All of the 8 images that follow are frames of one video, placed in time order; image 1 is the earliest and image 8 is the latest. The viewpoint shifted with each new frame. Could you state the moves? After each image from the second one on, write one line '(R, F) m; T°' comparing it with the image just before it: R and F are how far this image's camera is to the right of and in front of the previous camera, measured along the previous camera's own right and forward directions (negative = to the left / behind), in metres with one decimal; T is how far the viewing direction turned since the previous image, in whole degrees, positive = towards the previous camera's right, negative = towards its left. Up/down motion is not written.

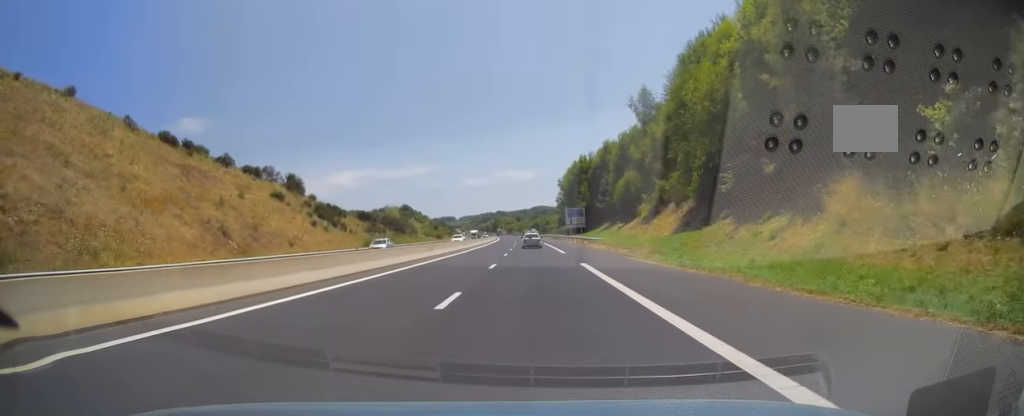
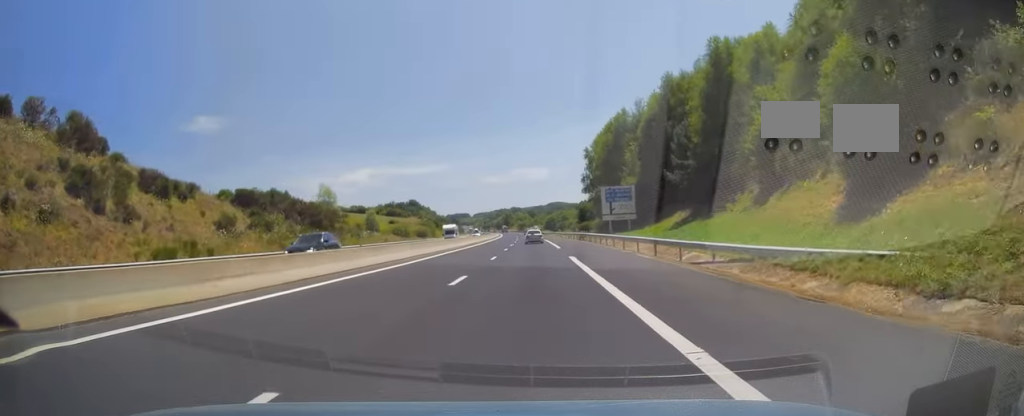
(0.0, +48.6) m; 0°
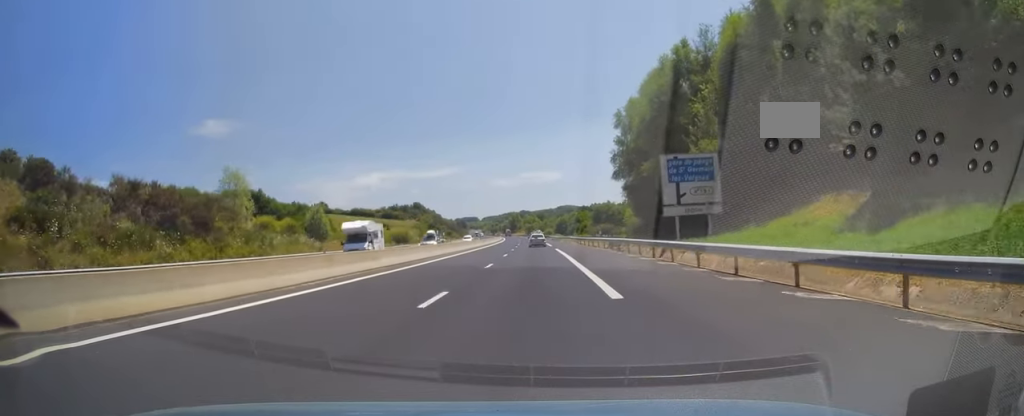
(-0.3, +30.0) m; -1°
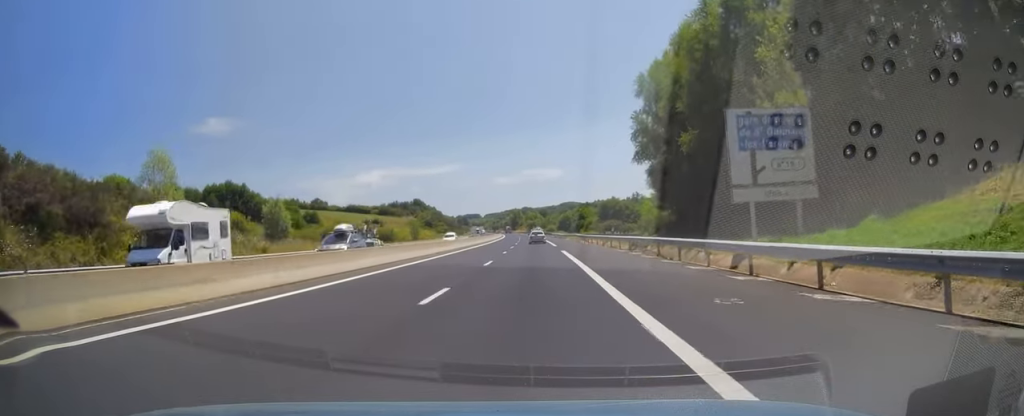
(-0.1, +13.2) m; 0°
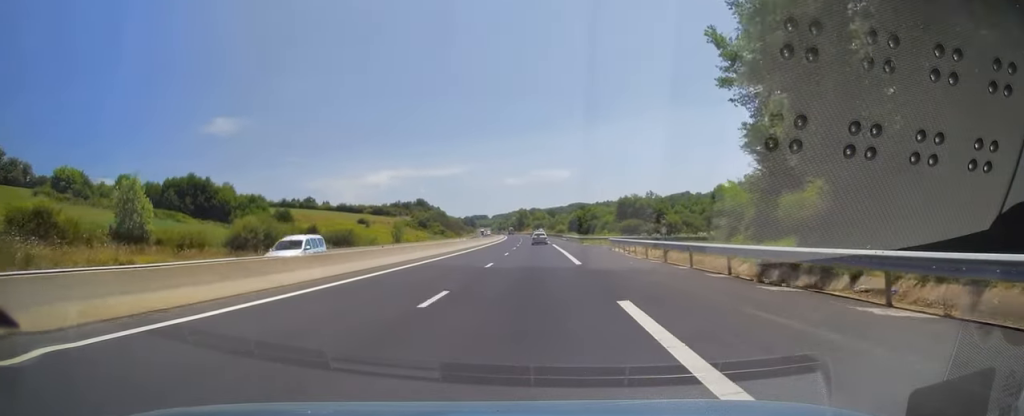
(-0.2, +26.5) m; 0°
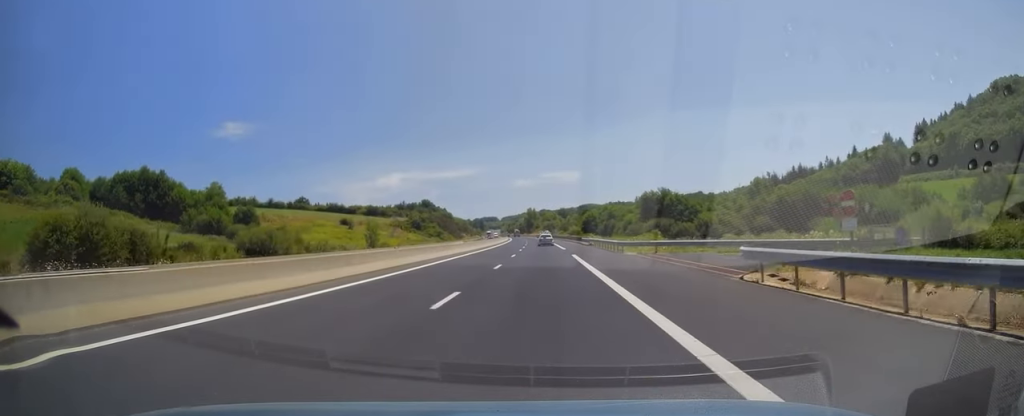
(+0.1, +26.6) m; -1°
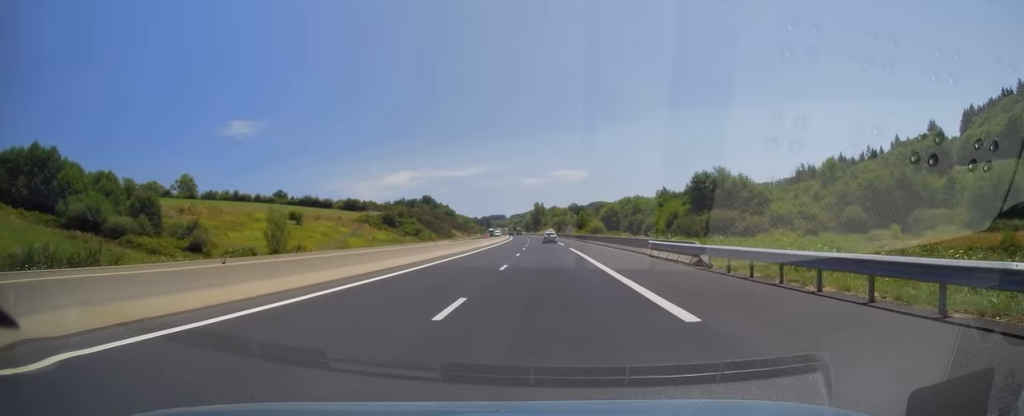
(-0.7, +41.2) m; -1°
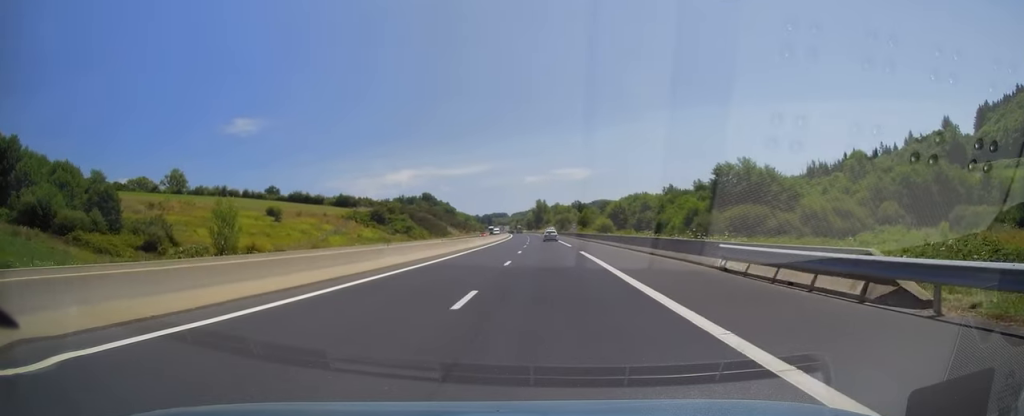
(+0.1, +11.8) m; 0°
